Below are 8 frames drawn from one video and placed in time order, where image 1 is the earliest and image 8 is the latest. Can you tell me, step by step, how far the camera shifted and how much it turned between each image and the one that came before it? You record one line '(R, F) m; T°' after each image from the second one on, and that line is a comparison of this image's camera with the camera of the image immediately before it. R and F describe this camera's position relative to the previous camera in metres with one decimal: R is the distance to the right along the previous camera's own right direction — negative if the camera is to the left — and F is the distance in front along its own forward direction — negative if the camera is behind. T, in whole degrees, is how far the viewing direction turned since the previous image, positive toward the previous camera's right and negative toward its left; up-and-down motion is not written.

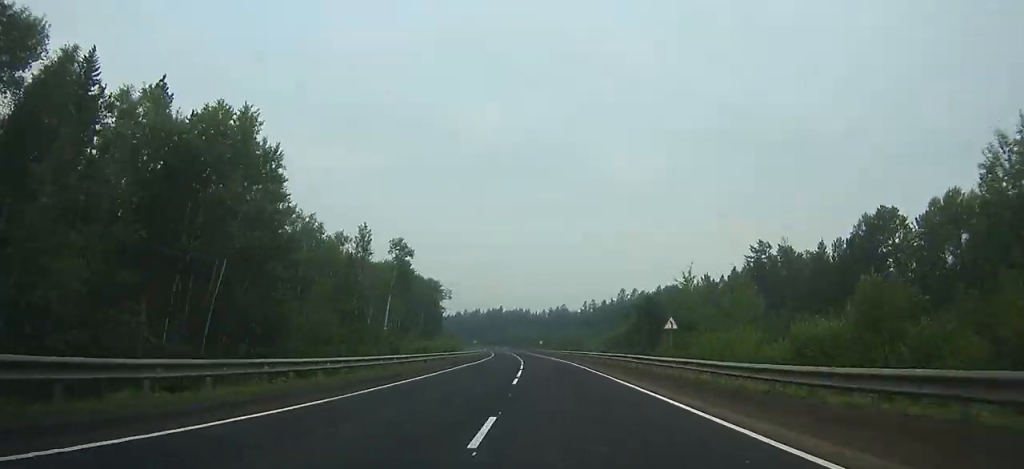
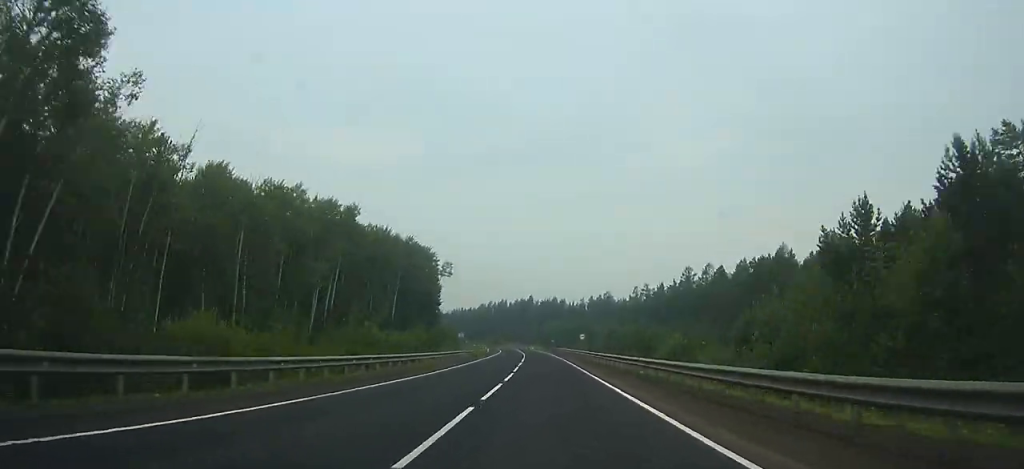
(-5.0, +69.2) m; -4°
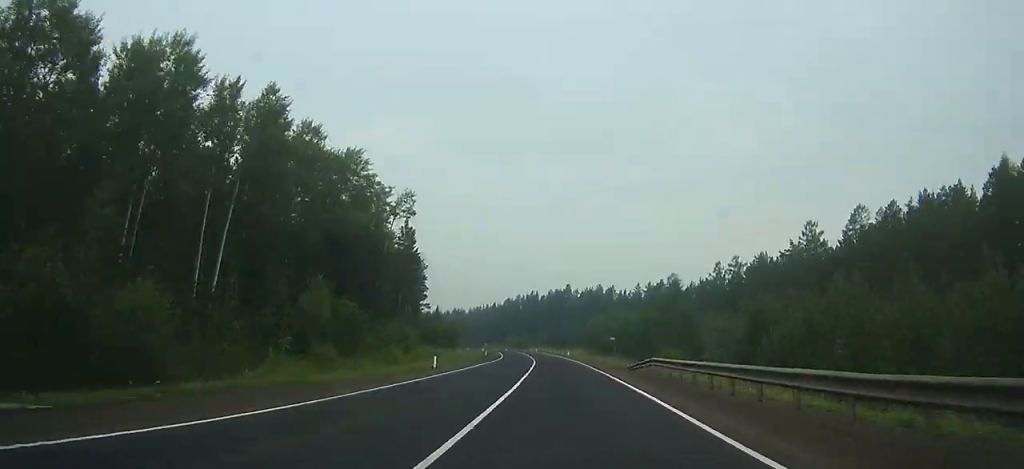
(-2.7, +74.4) m; +1°
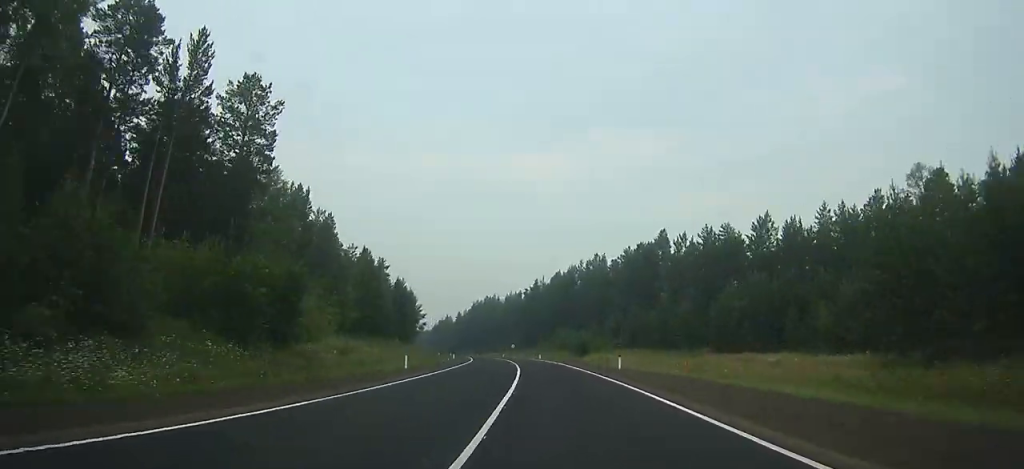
(+8.9, +90.4) m; +10°
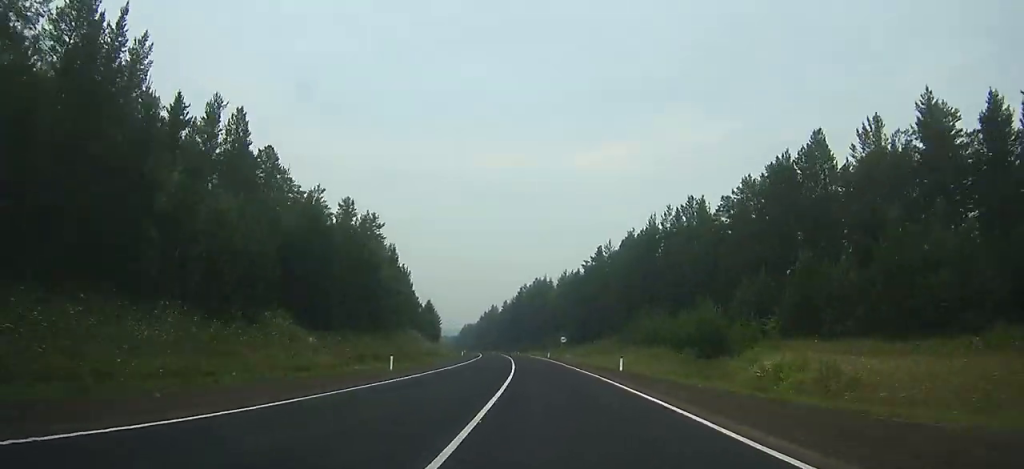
(+2.4, +41.3) m; 0°
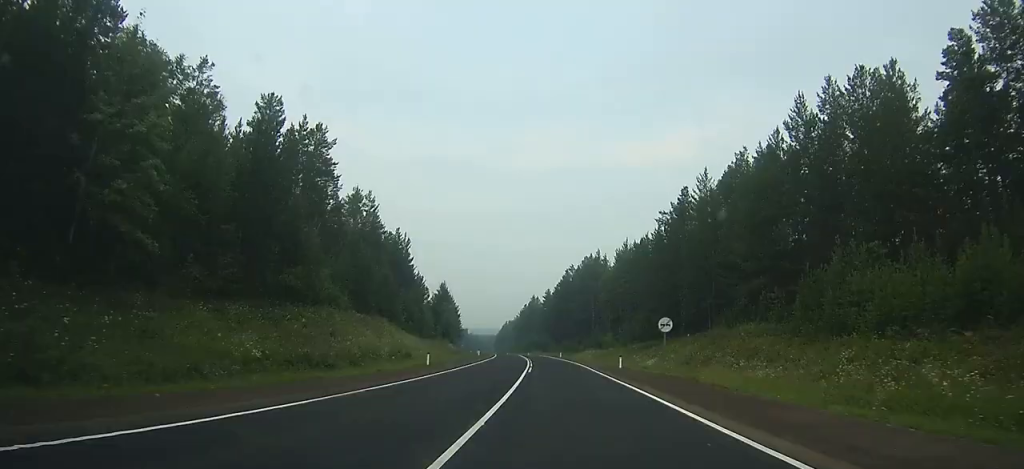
(+1.1, +35.5) m; -8°
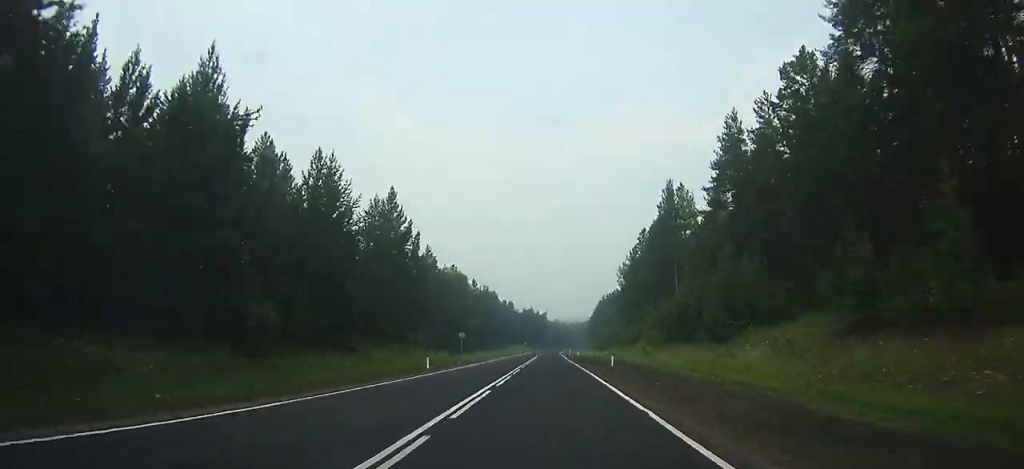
(-31.4, +126.6) m; -18°
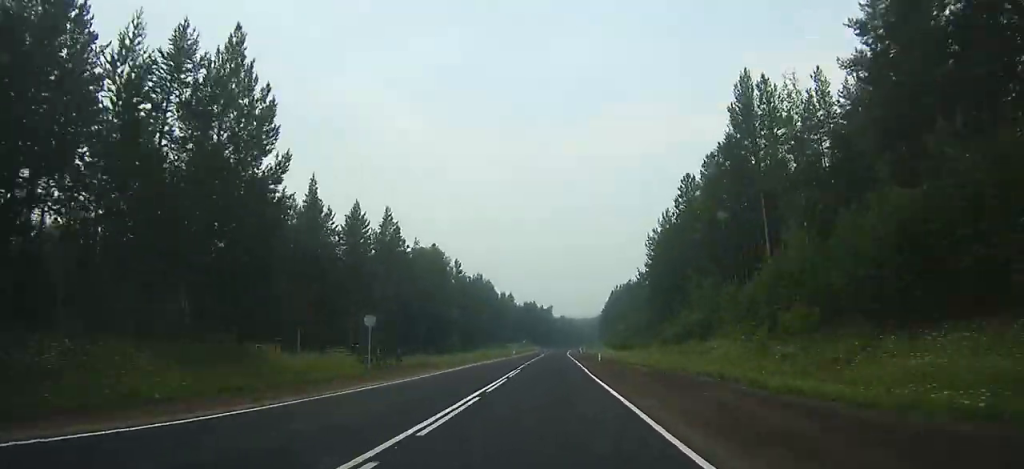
(-0.1, +33.6) m; -1°
